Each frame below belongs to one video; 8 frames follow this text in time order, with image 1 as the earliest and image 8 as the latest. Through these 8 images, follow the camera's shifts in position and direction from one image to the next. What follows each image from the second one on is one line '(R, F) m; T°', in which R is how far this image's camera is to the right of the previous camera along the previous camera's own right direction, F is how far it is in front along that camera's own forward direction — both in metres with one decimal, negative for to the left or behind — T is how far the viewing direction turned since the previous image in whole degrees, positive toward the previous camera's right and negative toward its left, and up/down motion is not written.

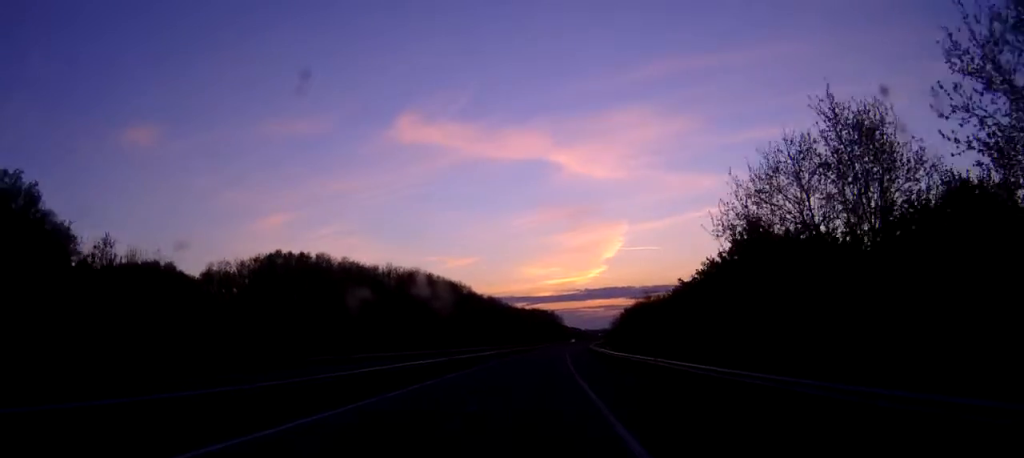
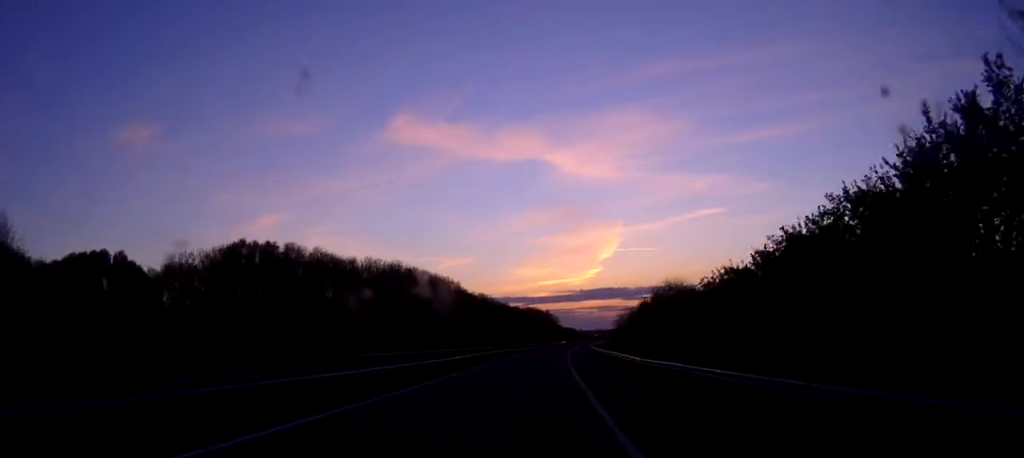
(0.0, +18.9) m; 0°
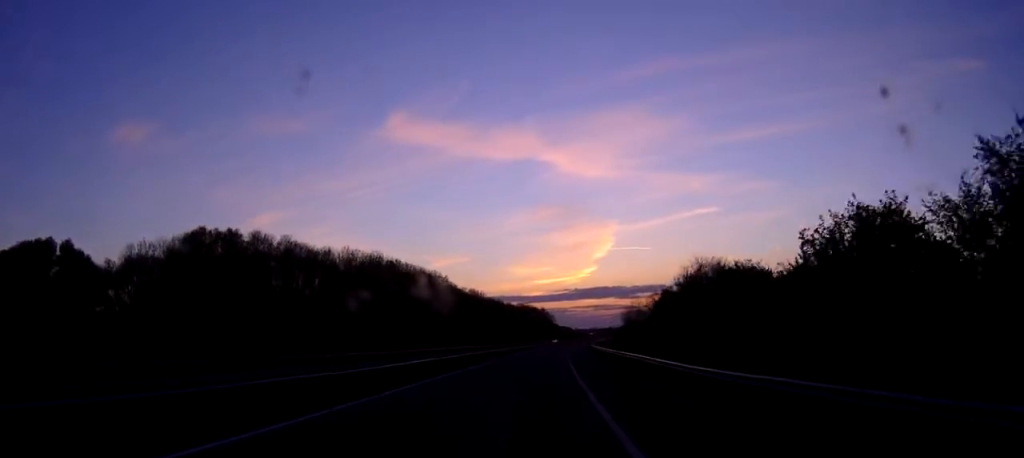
(+0.1, +17.1) m; 0°
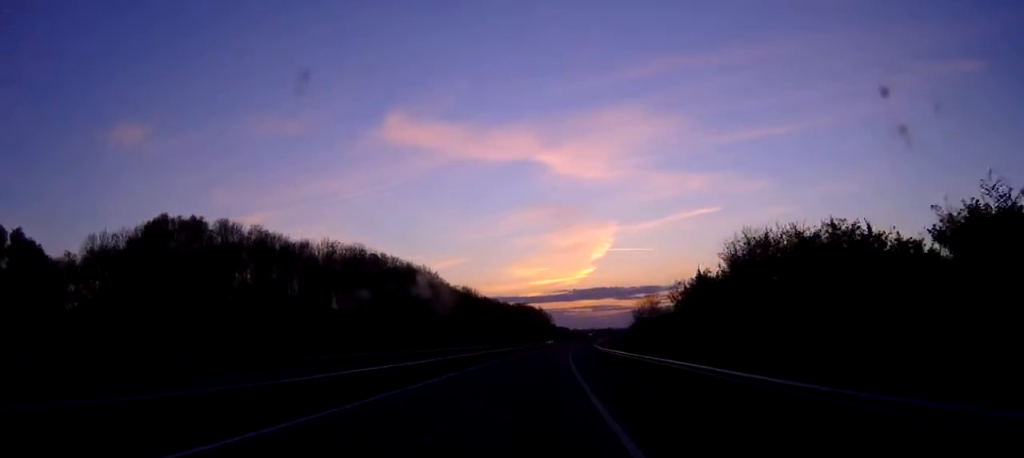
(0.0, +14.4) m; 0°
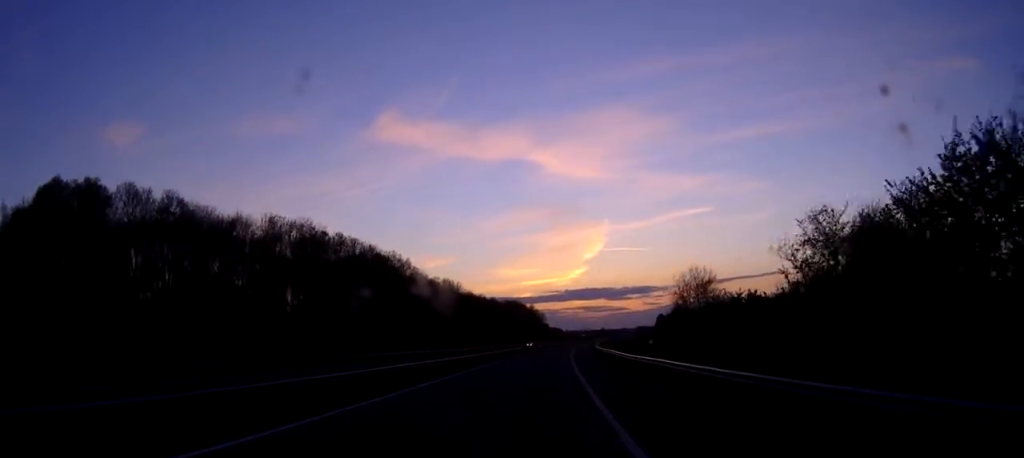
(+0.2, +30.6) m; +1°
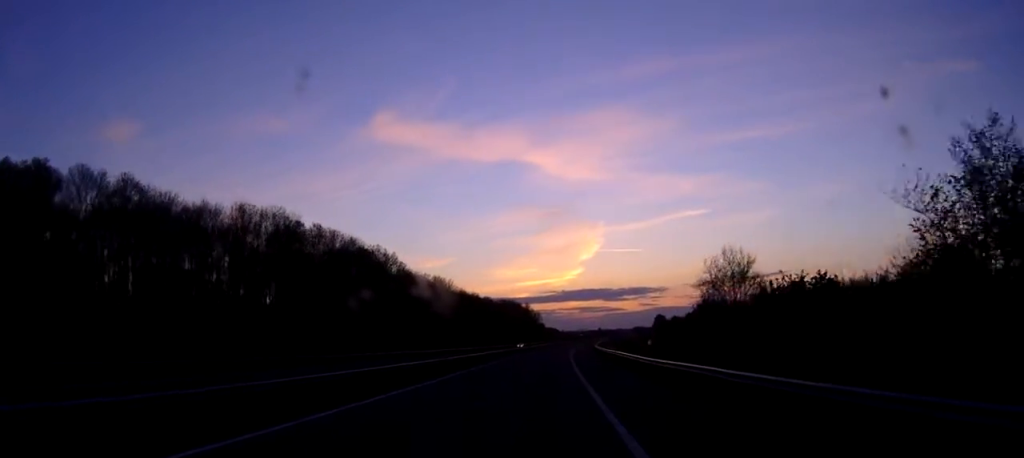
(0.0, +11.7) m; 0°
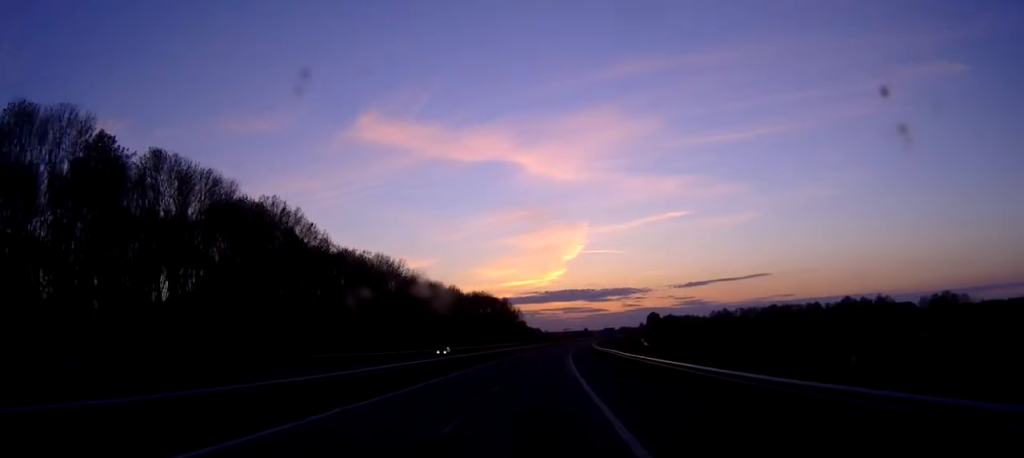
(+0.4, +52.7) m; +1°
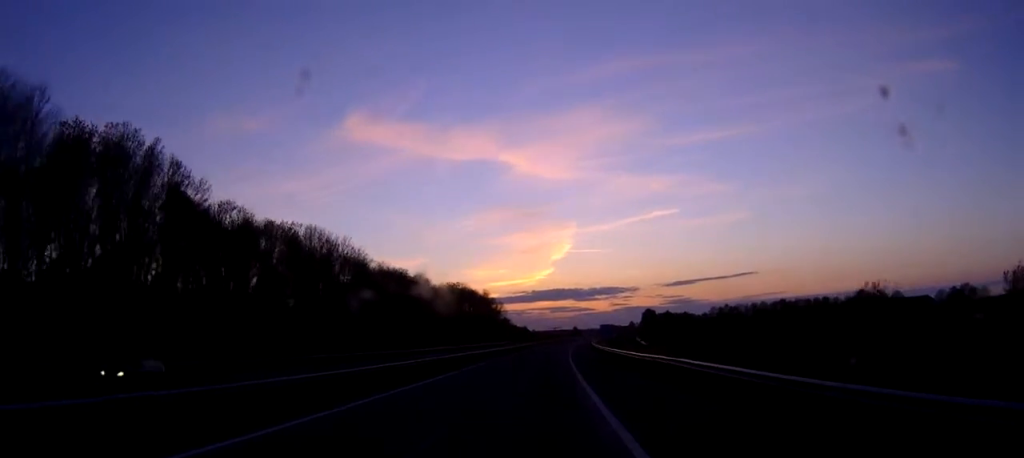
(+0.5, +38.4) m; +1°
